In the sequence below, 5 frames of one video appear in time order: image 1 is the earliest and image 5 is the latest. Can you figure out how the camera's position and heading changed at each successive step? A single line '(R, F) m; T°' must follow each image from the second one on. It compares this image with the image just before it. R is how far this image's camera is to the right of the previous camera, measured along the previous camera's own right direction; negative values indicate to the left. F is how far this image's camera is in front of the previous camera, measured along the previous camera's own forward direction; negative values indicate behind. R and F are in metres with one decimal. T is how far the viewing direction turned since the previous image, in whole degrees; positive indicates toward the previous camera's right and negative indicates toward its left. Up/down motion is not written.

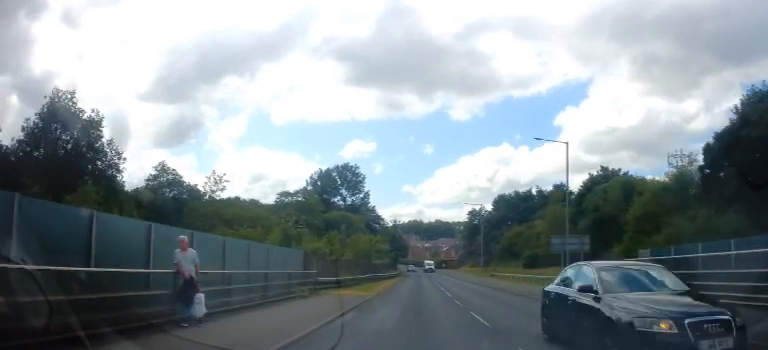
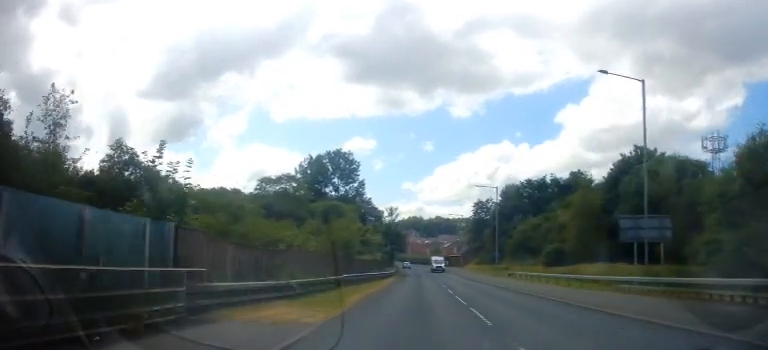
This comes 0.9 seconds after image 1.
(-0.3, +11.9) m; 0°
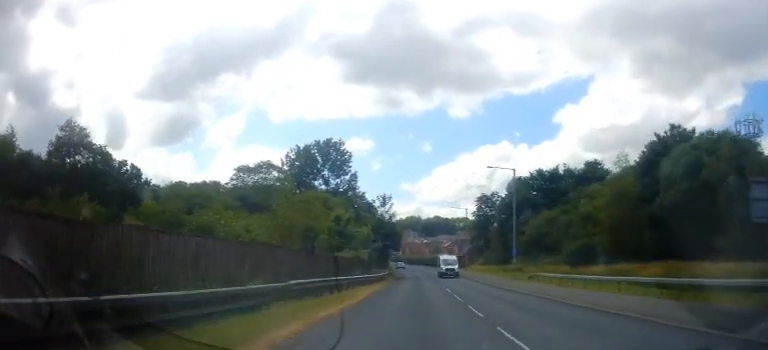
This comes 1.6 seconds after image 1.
(0.0, +9.9) m; 0°
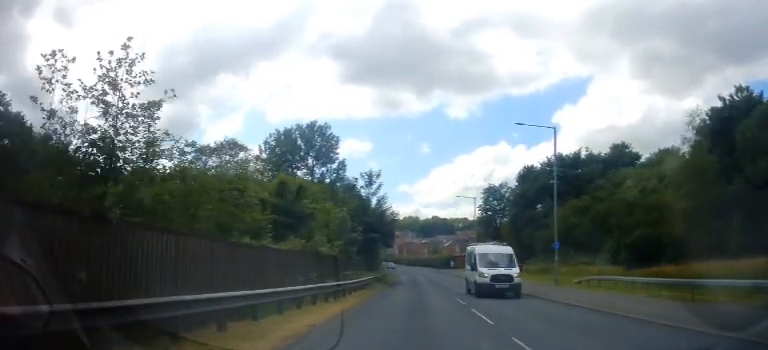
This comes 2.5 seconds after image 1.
(+0.1, +13.8) m; 0°
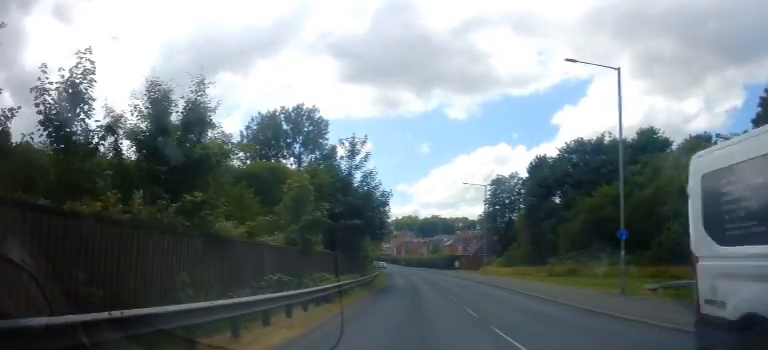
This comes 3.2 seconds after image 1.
(-0.2, +9.8) m; -1°
